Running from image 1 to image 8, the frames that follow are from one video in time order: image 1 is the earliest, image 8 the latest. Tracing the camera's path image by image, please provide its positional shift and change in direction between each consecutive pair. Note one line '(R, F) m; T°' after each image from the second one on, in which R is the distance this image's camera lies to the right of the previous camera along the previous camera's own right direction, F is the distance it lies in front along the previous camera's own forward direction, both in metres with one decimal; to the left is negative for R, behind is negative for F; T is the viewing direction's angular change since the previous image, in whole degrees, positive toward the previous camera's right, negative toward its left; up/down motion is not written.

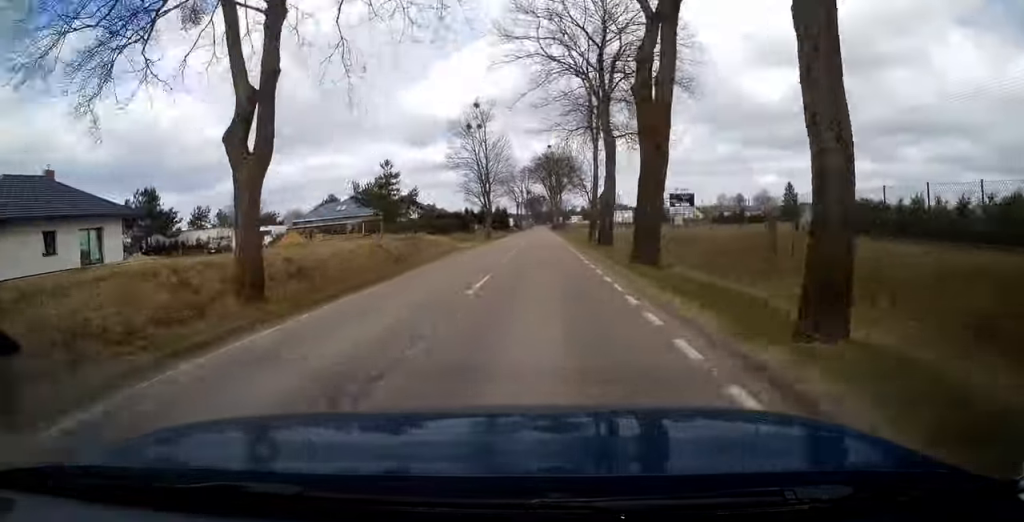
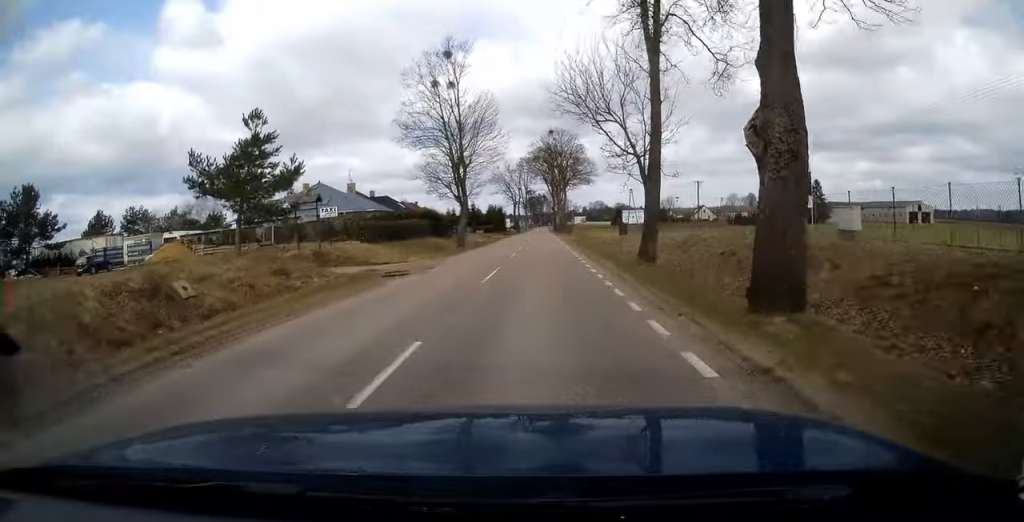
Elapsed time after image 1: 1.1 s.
(0.0, +20.9) m; 0°
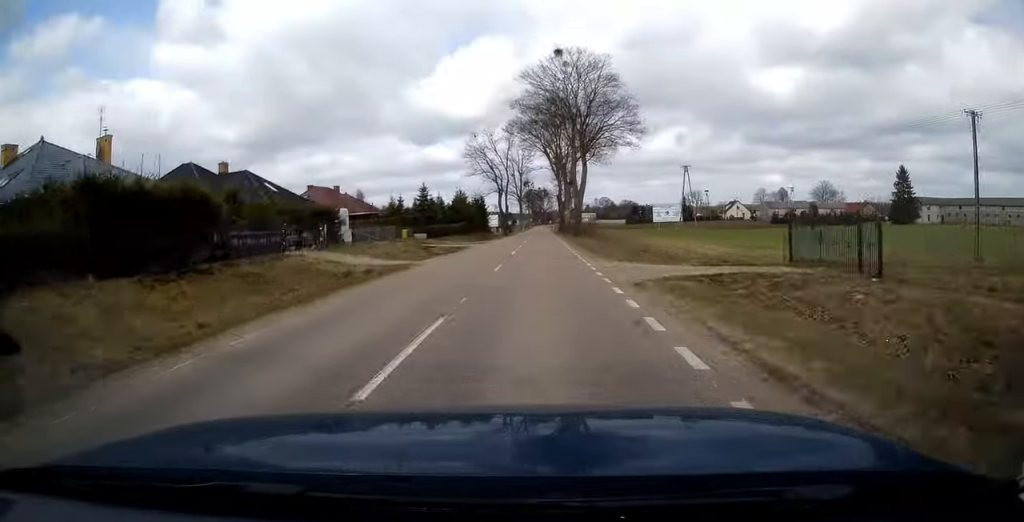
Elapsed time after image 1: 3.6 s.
(-0.1, +48.7) m; 0°
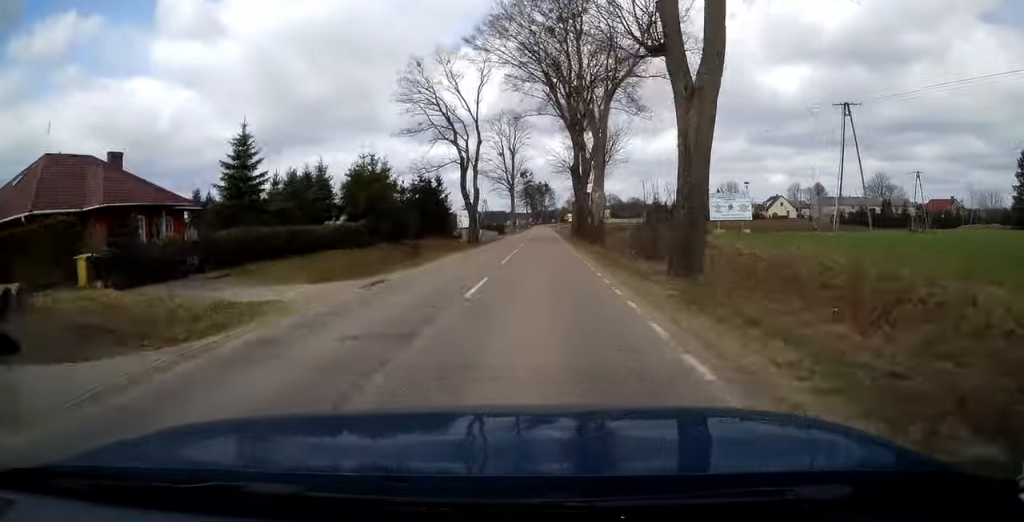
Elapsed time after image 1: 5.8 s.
(0.0, +42.4) m; 0°
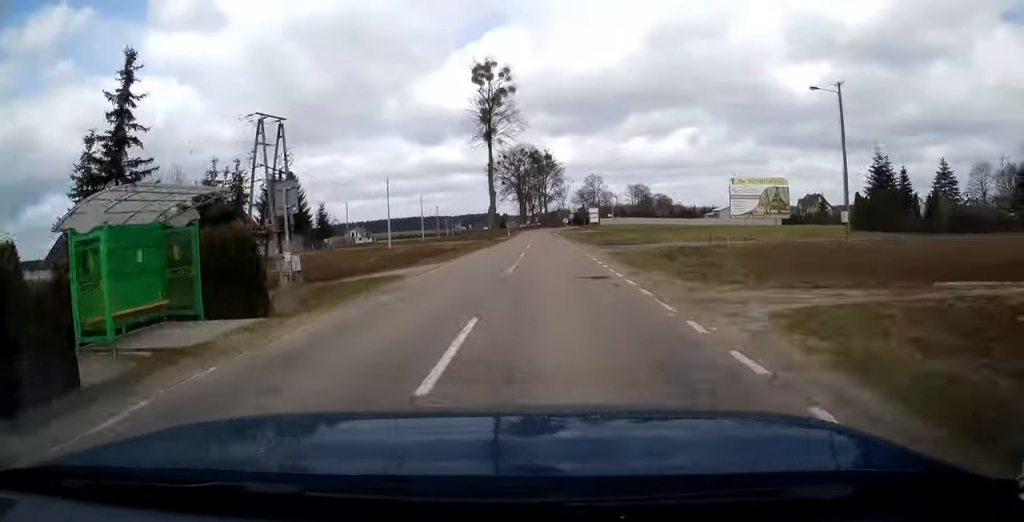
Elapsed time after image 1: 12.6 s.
(+0.9, +131.4) m; +1°
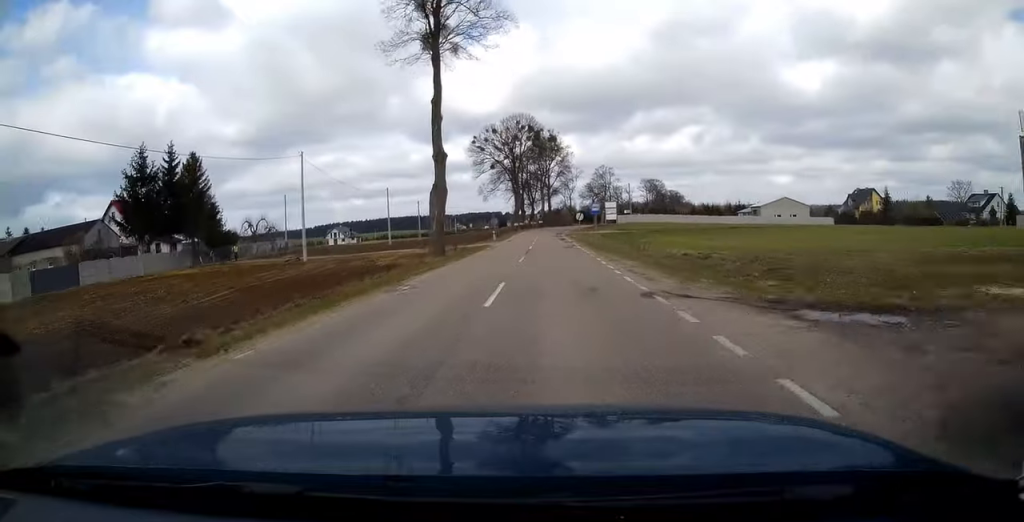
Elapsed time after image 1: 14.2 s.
(0.0, +31.9) m; 0°
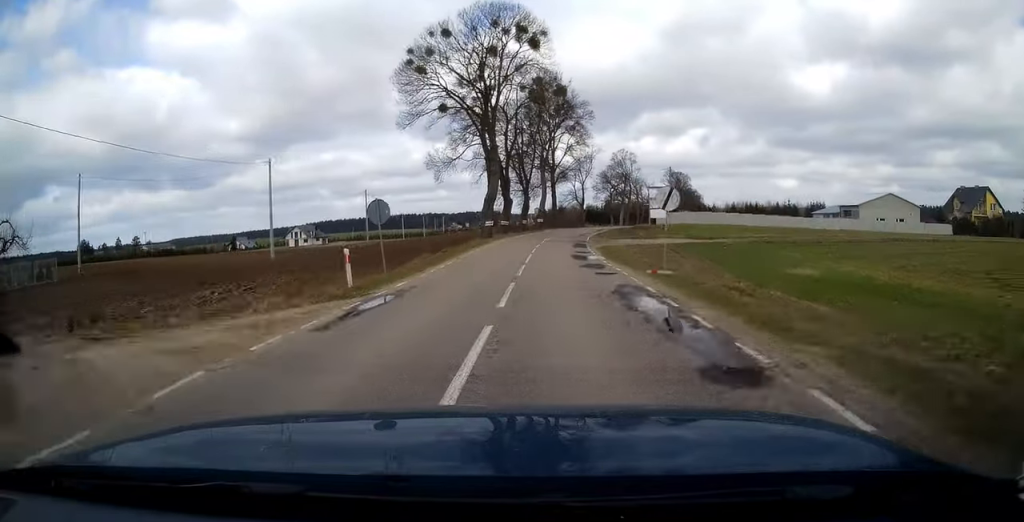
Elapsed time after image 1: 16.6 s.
(+0.1, +48.4) m; +2°
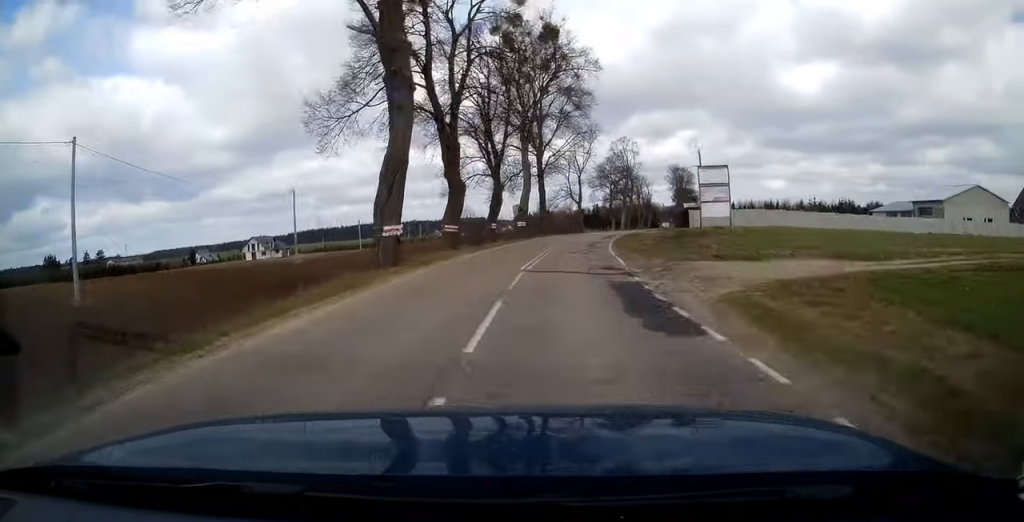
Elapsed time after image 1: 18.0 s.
(-0.5, +28.6) m; +3°
